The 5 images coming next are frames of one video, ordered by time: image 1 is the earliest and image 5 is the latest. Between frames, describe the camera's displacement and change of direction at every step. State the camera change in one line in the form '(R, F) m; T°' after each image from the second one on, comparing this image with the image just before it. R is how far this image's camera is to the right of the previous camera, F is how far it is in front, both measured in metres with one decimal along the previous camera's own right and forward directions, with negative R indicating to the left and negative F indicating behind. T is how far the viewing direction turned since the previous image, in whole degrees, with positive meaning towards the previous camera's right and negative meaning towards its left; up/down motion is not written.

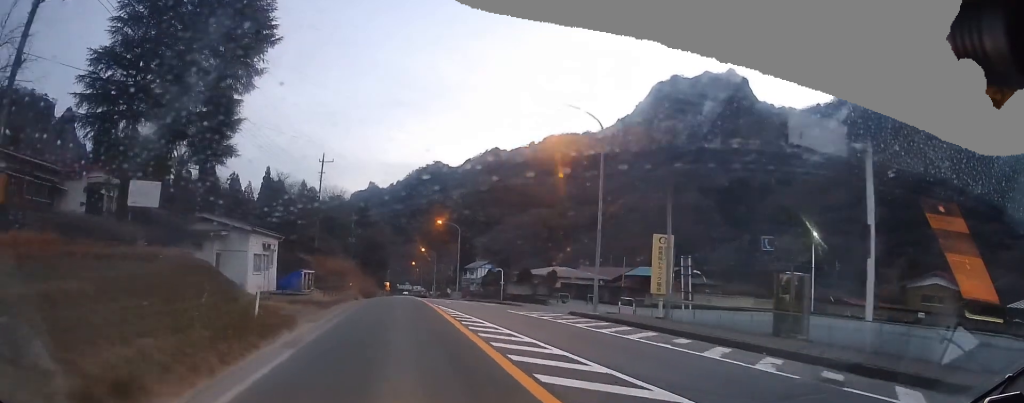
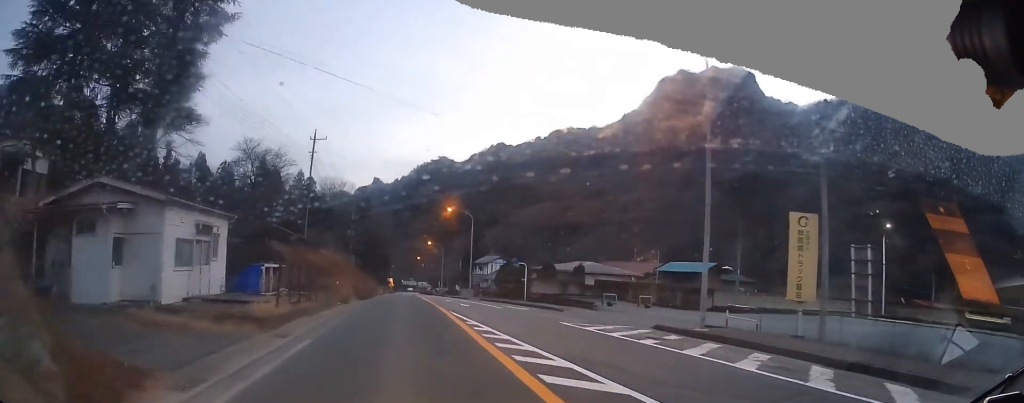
(-0.5, +10.3) m; -2°
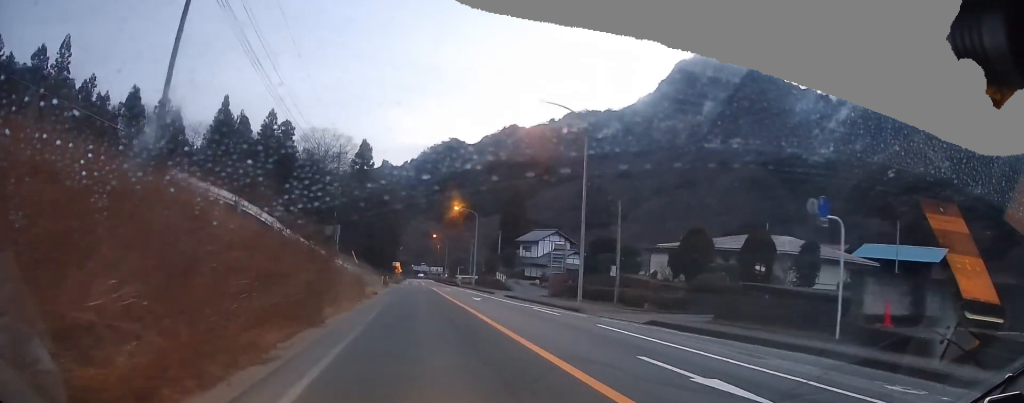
(+2.4, +38.0) m; -1°
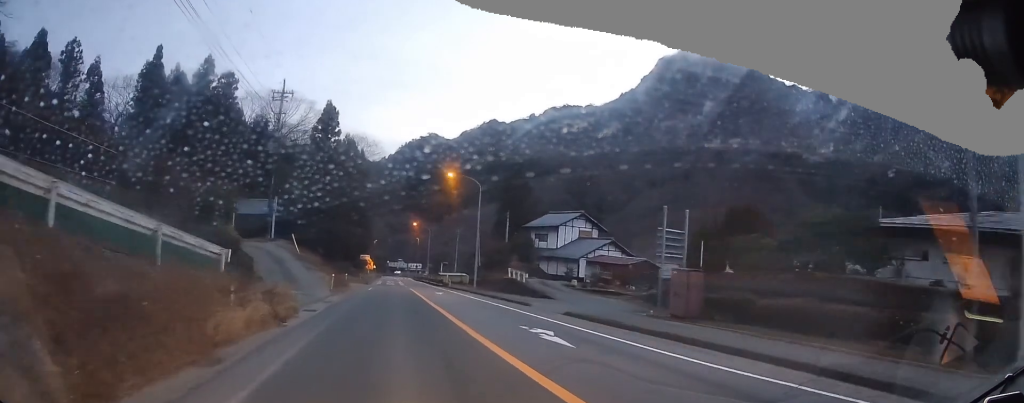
(+0.1, +22.6) m; +5°
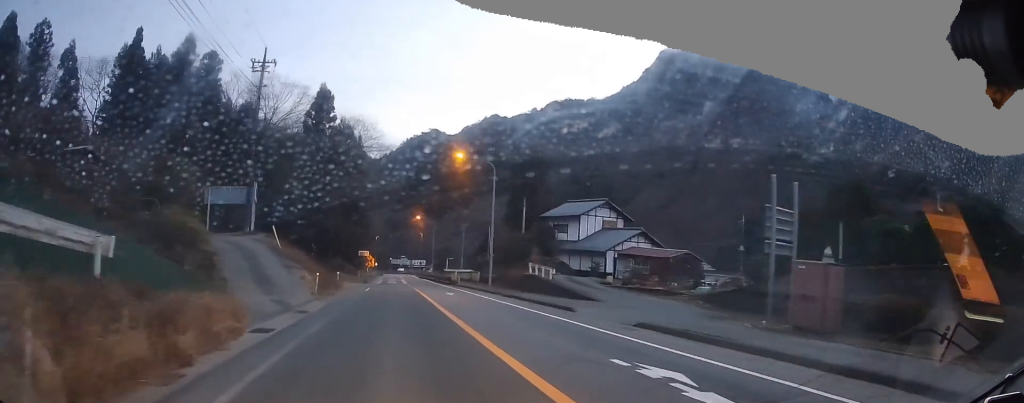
(+0.1, +6.6) m; -1°
